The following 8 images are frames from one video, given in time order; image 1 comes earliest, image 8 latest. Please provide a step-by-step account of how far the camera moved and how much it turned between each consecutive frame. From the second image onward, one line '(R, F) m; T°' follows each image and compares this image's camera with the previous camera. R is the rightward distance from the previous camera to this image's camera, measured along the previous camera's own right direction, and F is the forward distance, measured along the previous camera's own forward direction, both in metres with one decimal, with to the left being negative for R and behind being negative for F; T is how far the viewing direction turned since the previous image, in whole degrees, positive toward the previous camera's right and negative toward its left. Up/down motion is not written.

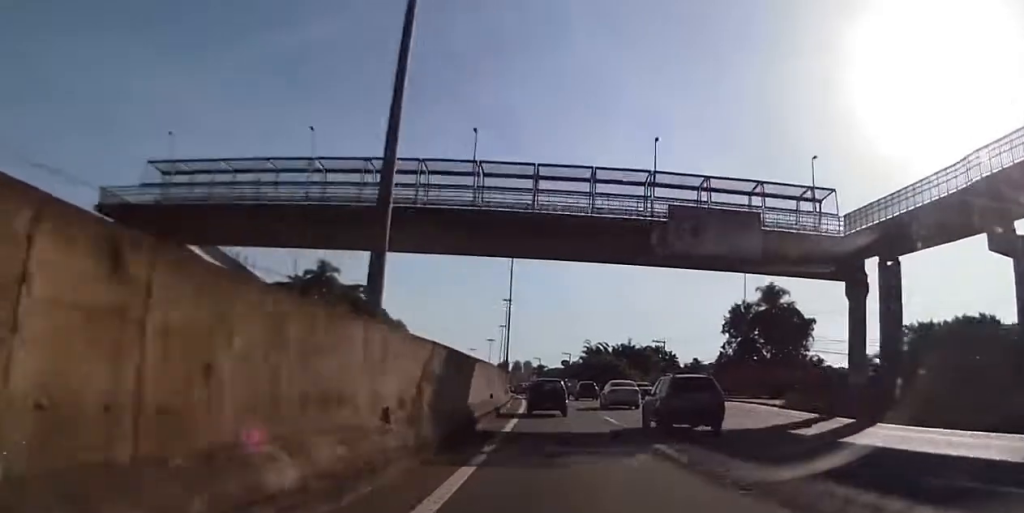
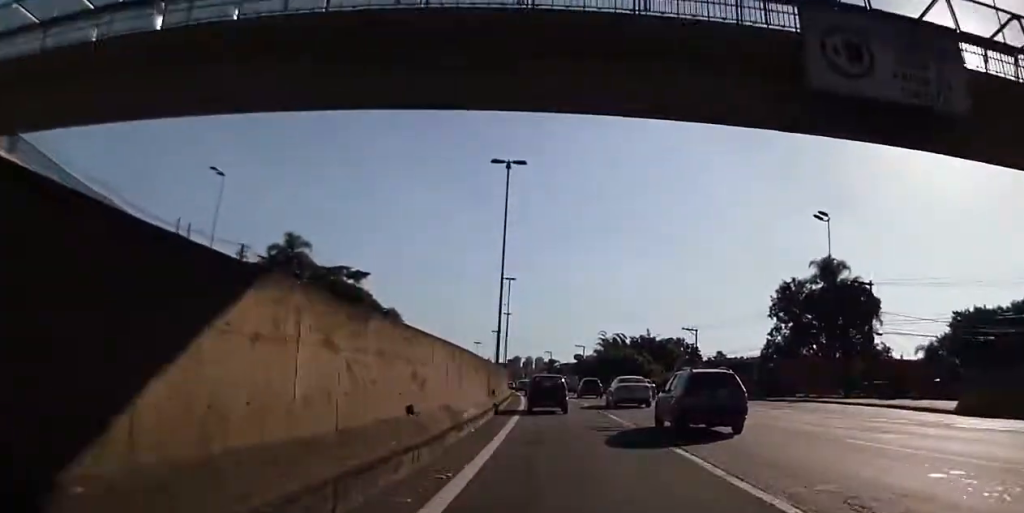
(-0.4, +15.1) m; -1°
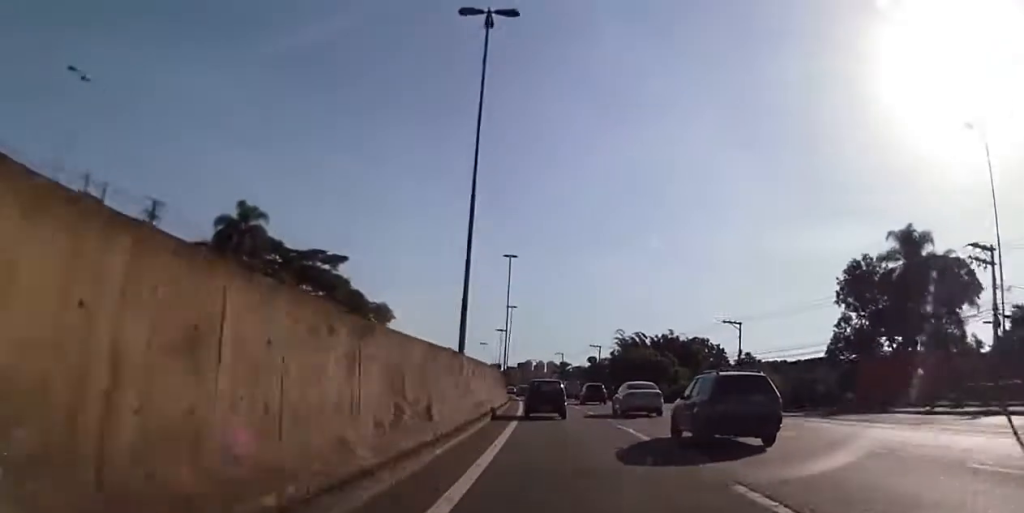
(0.0, +15.2) m; 0°
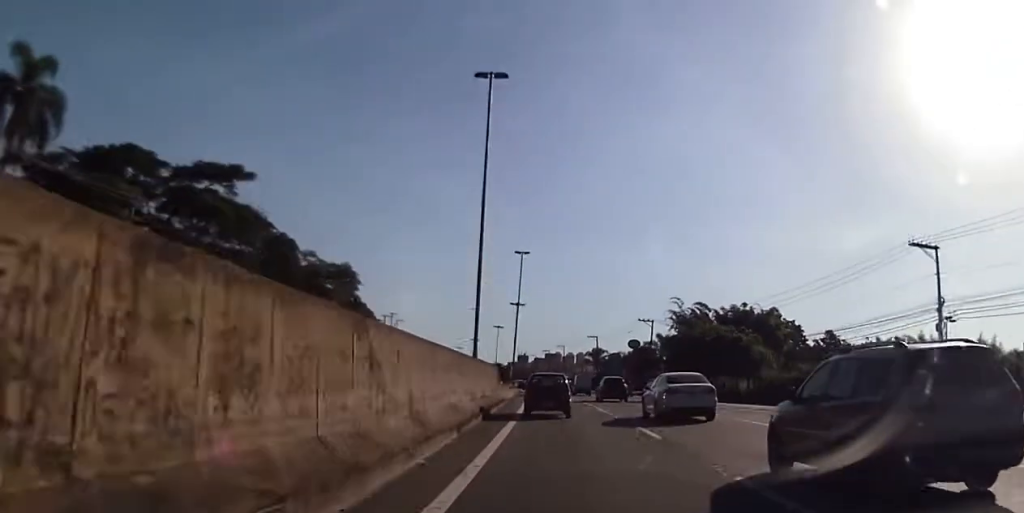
(-0.3, +33.4) m; -2°
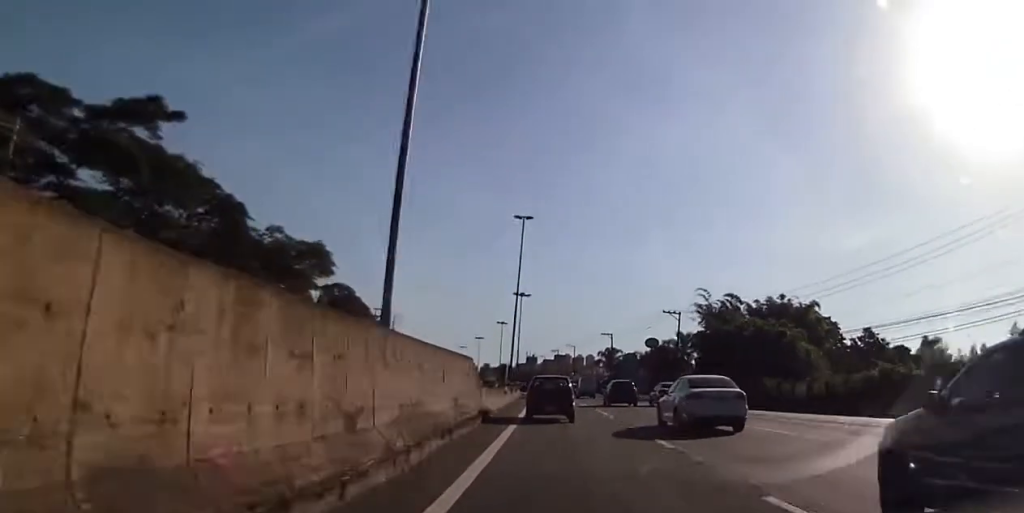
(-0.1, +13.0) m; -1°
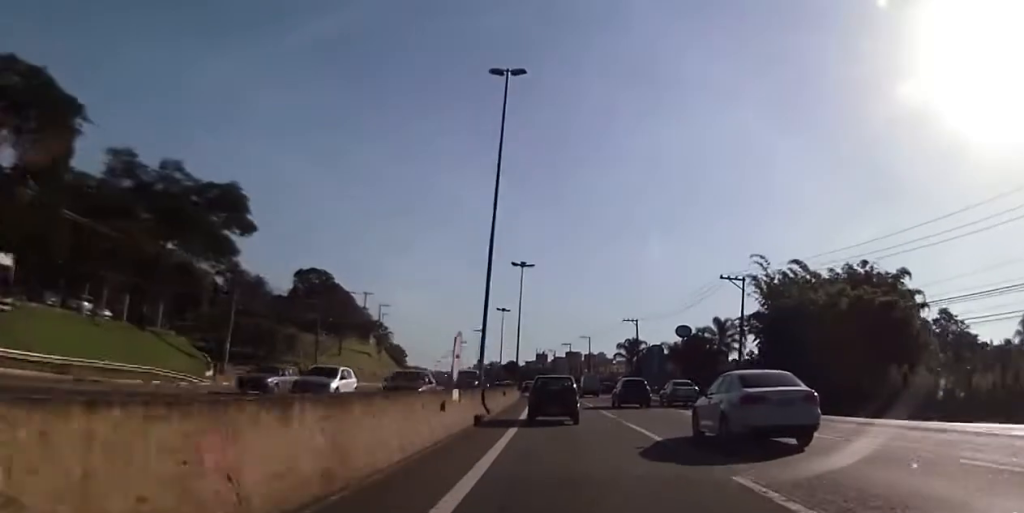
(-0.4, +22.4) m; -1°
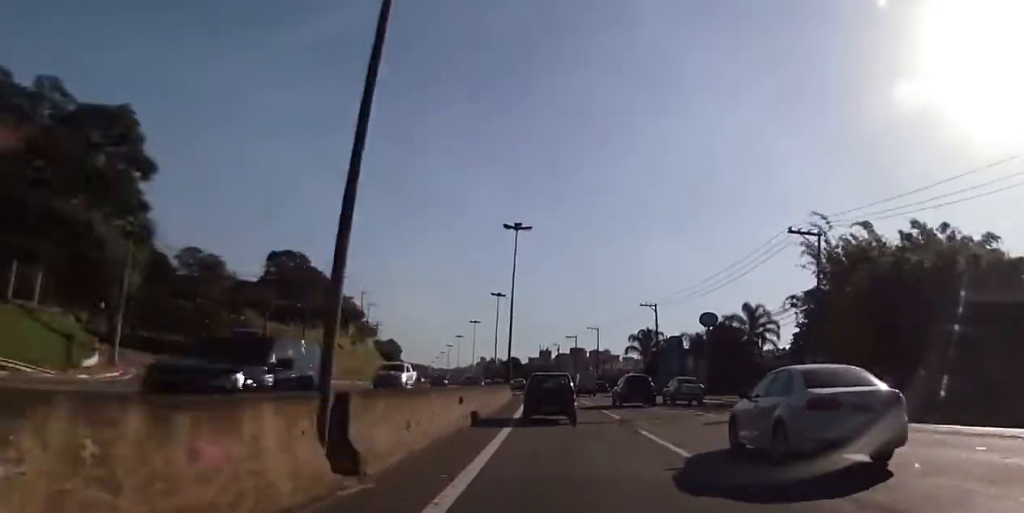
(-0.1, +15.2) m; 0°
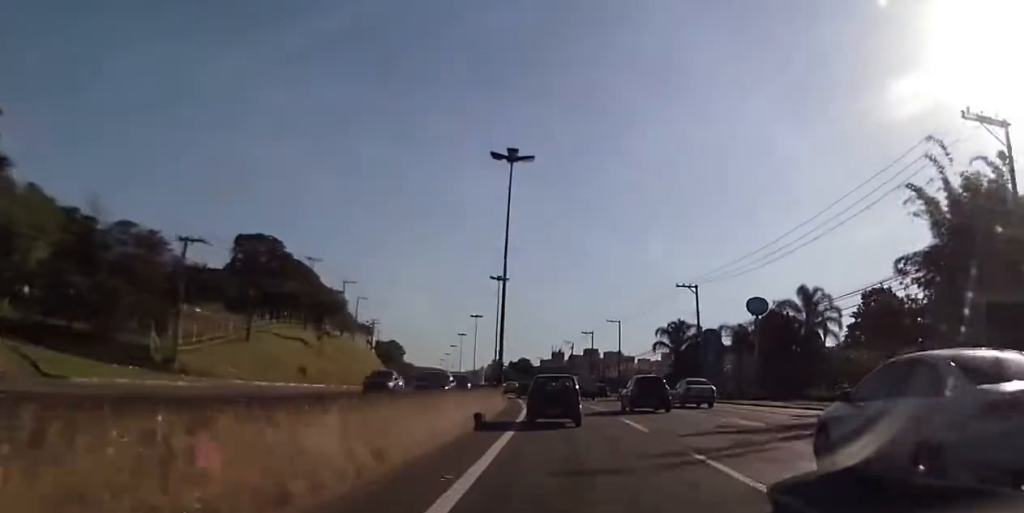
(+0.1, +17.3) m; 0°
